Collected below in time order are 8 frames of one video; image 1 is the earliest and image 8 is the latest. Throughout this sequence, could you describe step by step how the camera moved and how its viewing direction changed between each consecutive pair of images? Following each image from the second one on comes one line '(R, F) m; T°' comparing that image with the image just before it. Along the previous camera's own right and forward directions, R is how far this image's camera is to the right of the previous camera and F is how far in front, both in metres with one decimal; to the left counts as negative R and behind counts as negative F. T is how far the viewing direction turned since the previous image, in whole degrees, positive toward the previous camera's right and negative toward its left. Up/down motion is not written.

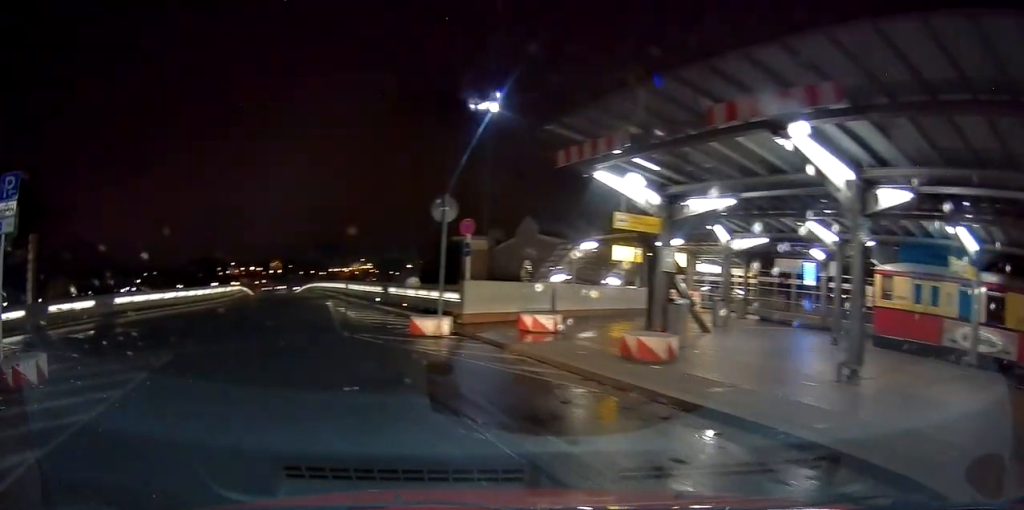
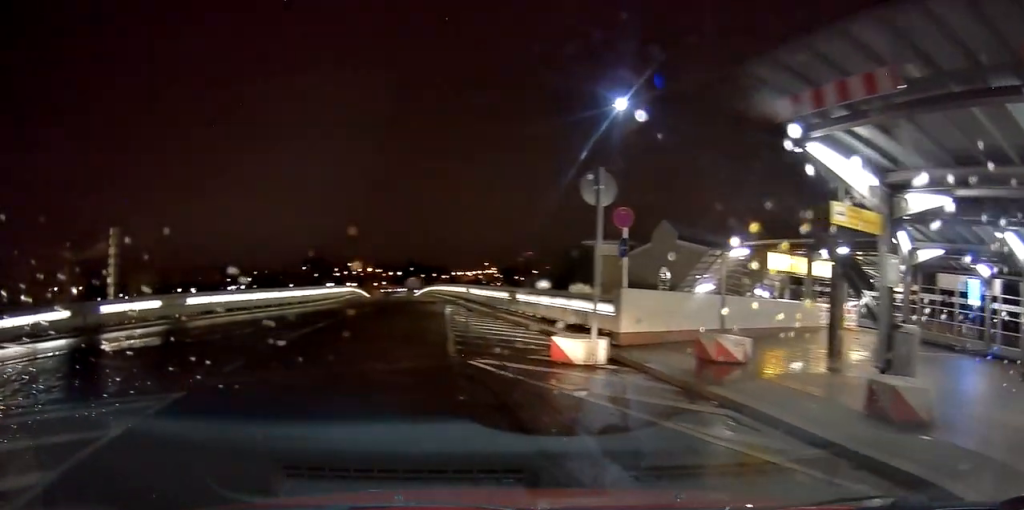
(-0.4, +4.1) m; -8°
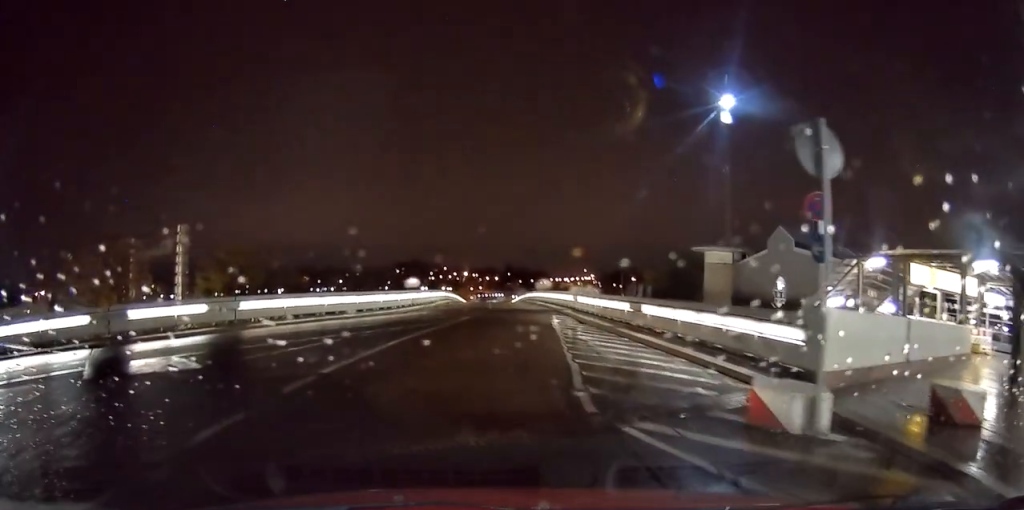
(-0.3, +4.2) m; -9°
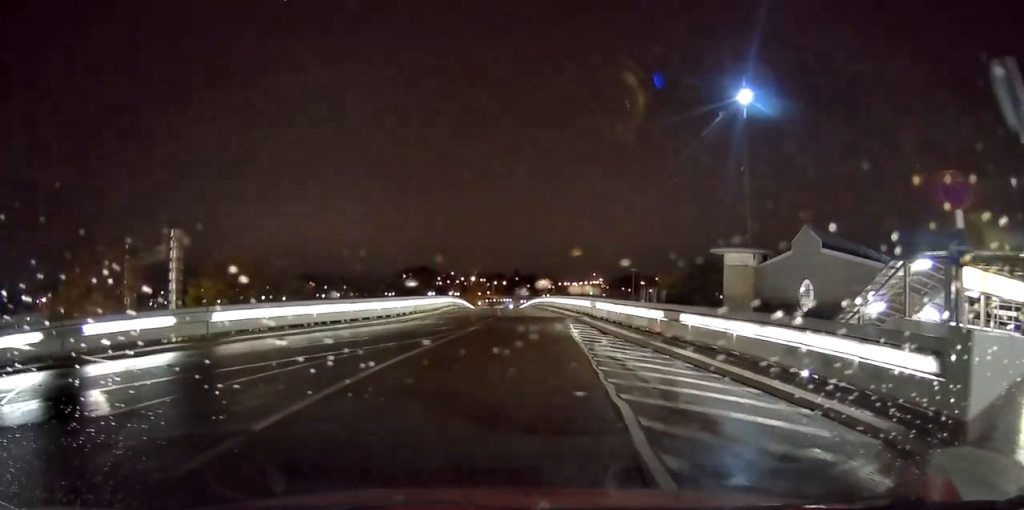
(-0.2, +3.1) m; -4°
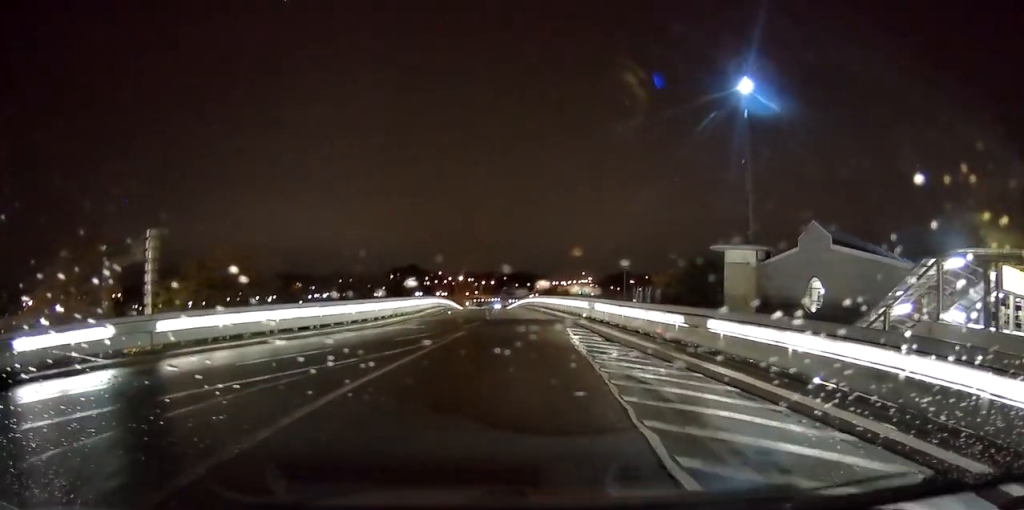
(+0.1, +2.7) m; -1°
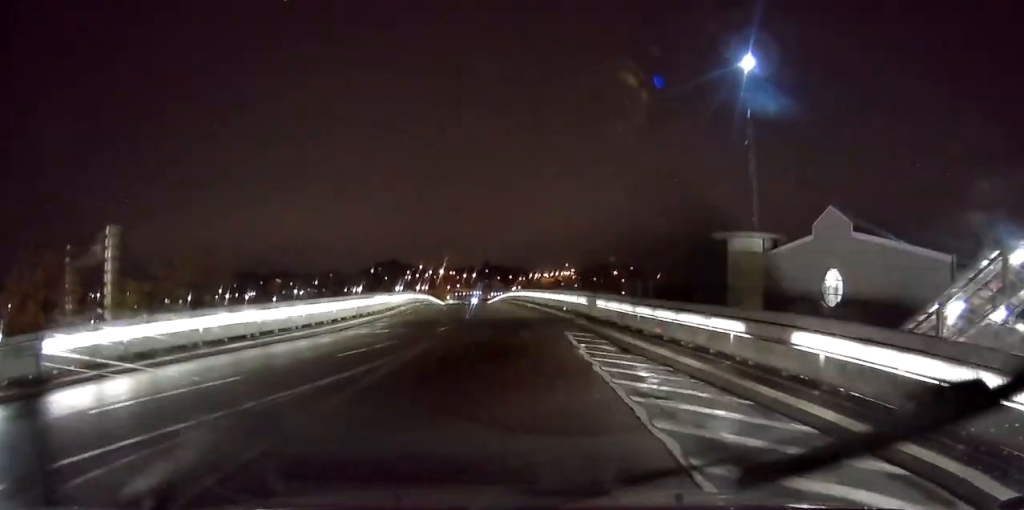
(-0.3, +4.6) m; -2°
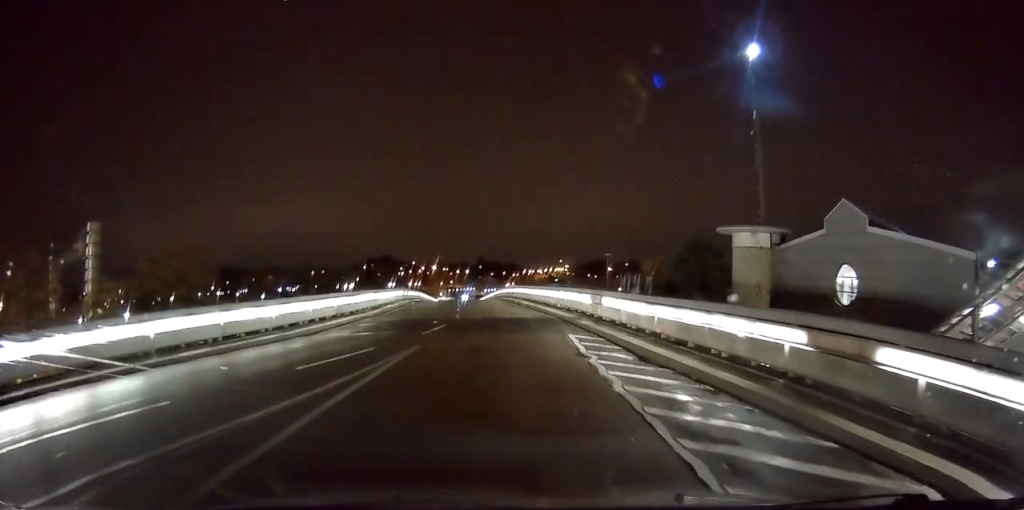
(0.0, +2.5) m; +4°
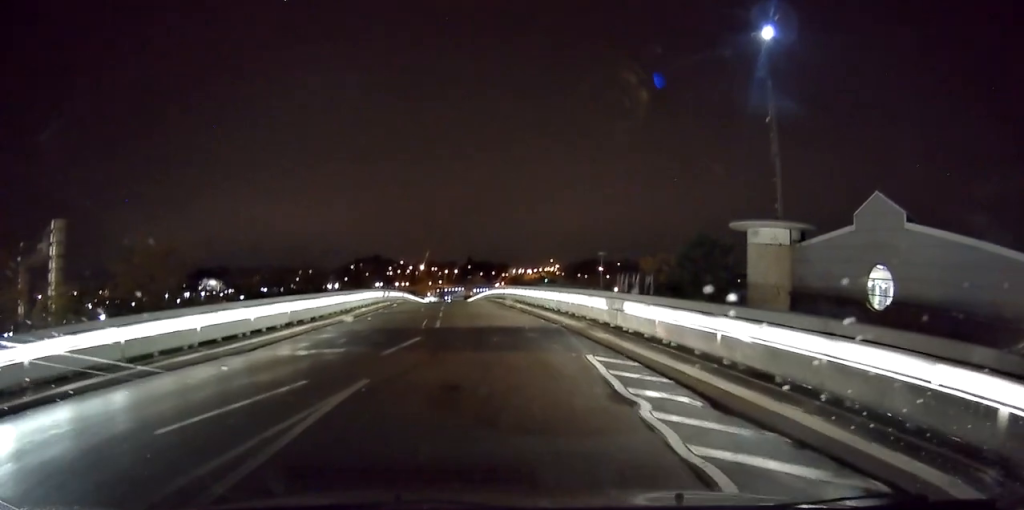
(+0.4, +4.8) m; +2°
